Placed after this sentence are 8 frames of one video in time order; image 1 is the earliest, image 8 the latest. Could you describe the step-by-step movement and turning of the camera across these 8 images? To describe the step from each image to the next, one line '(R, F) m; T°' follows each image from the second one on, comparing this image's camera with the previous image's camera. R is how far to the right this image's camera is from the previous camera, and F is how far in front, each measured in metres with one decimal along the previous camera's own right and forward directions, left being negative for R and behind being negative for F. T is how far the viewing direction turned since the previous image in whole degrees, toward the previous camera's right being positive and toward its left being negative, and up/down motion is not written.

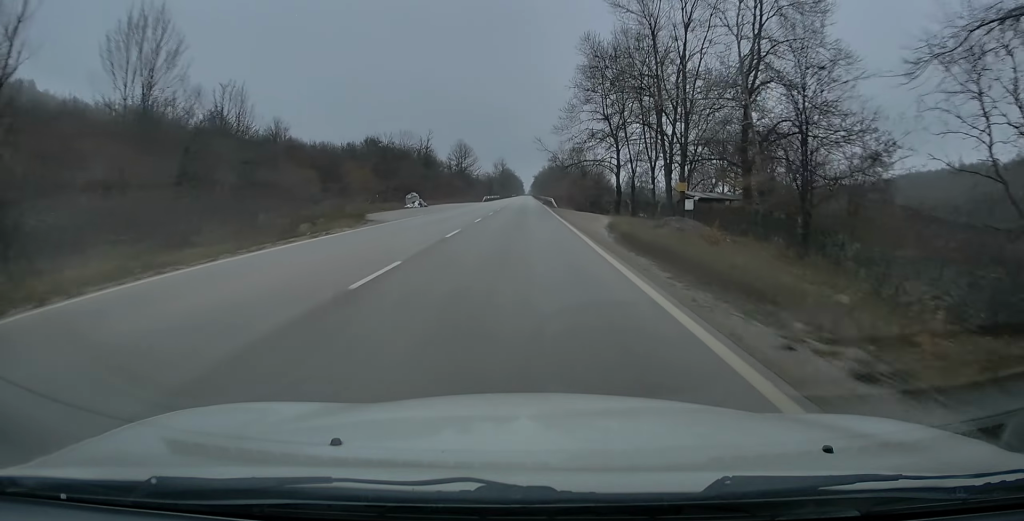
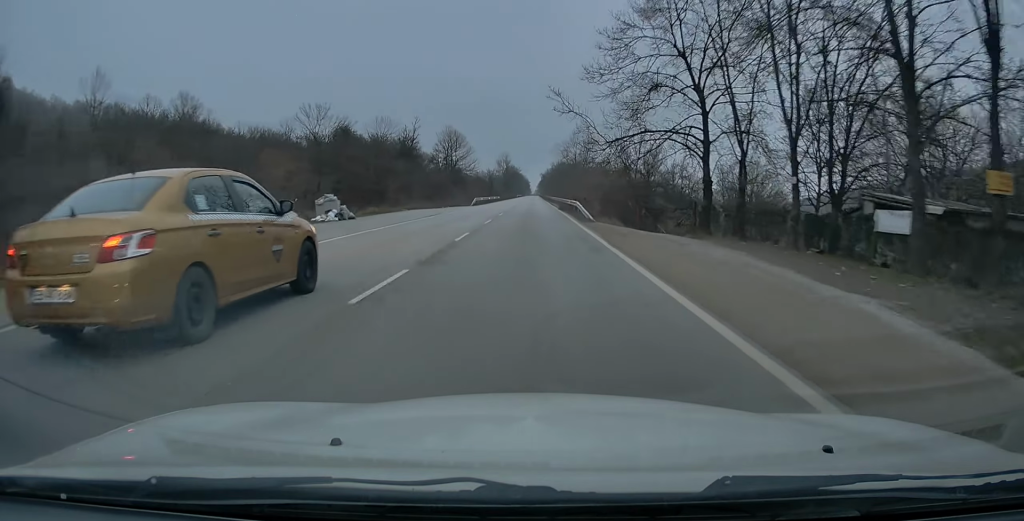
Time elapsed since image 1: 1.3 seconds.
(+0.1, +28.1) m; 0°
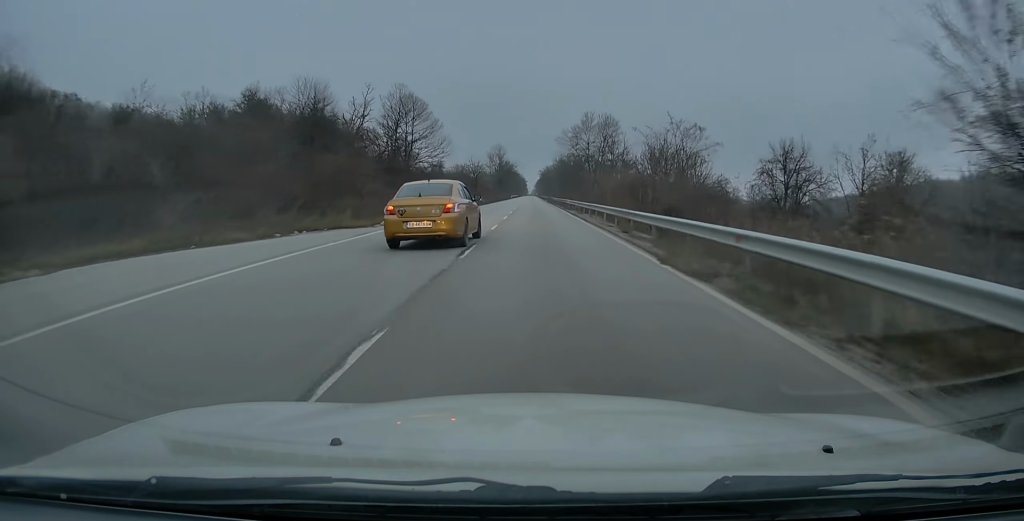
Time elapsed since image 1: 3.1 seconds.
(-0.8, +40.1) m; -1°
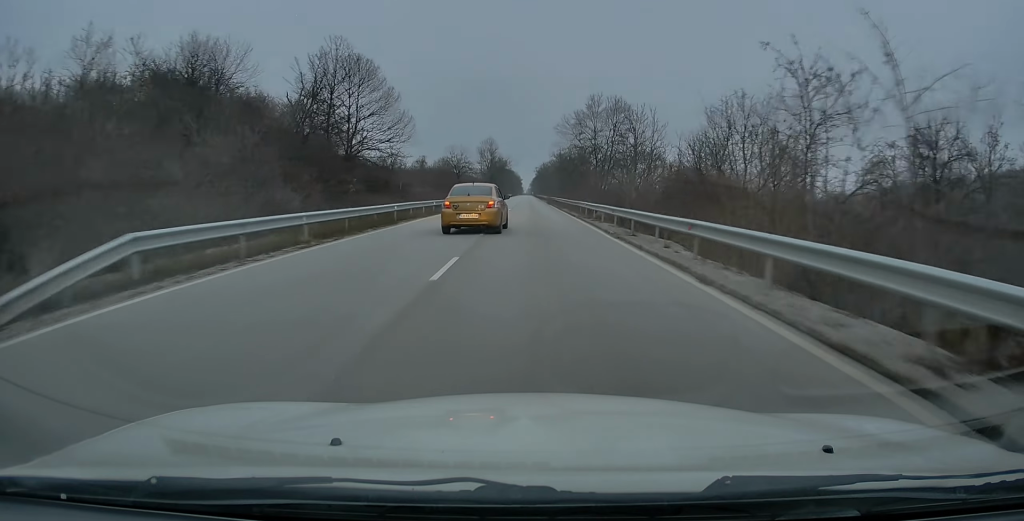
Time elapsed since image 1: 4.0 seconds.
(+0.4, +20.9) m; +1°
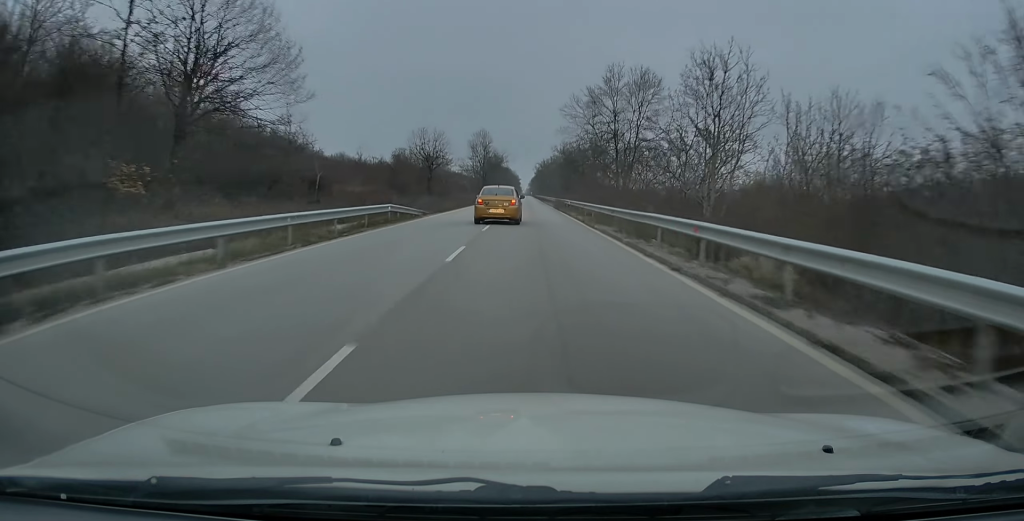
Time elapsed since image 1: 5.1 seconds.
(0.0, +24.8) m; 0°
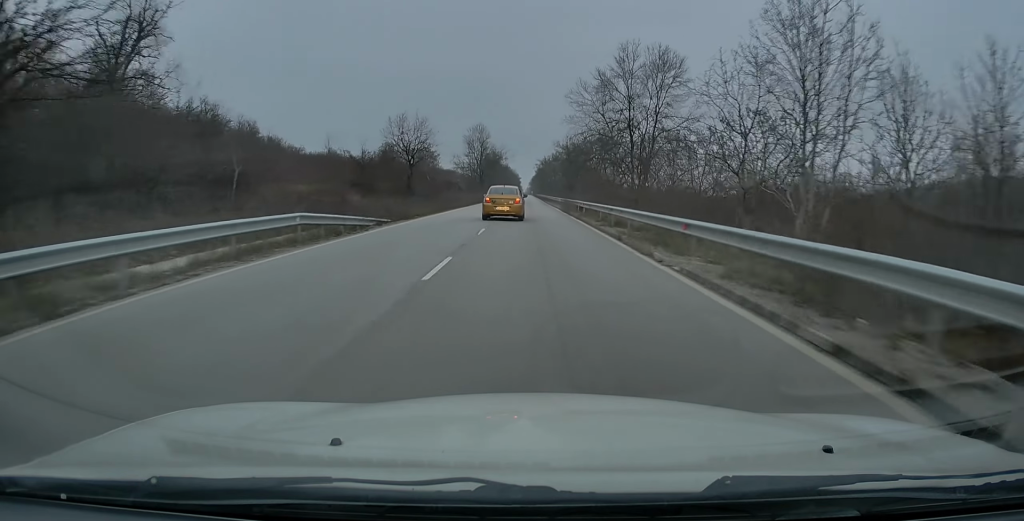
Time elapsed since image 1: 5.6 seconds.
(0.0, +11.3) m; 0°
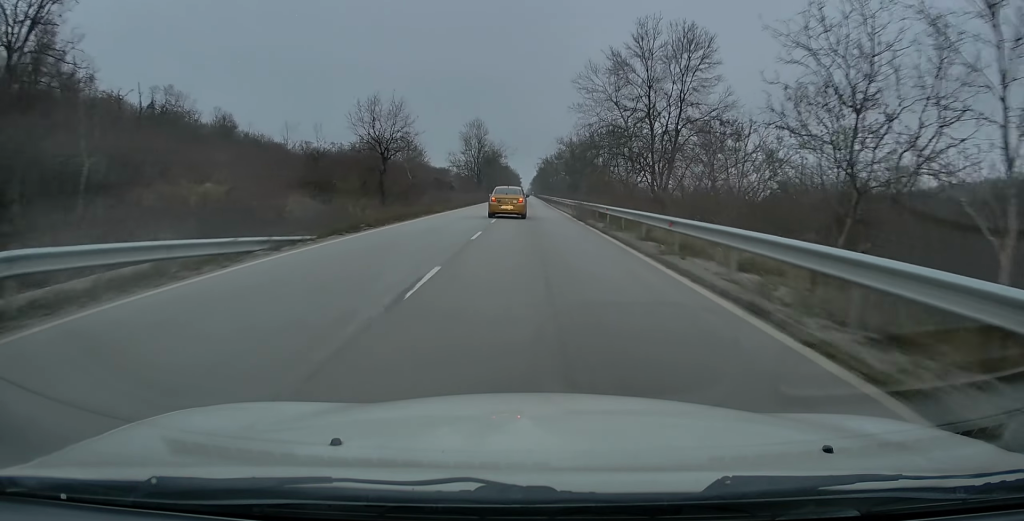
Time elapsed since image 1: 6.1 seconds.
(0.0, +10.5) m; 0°
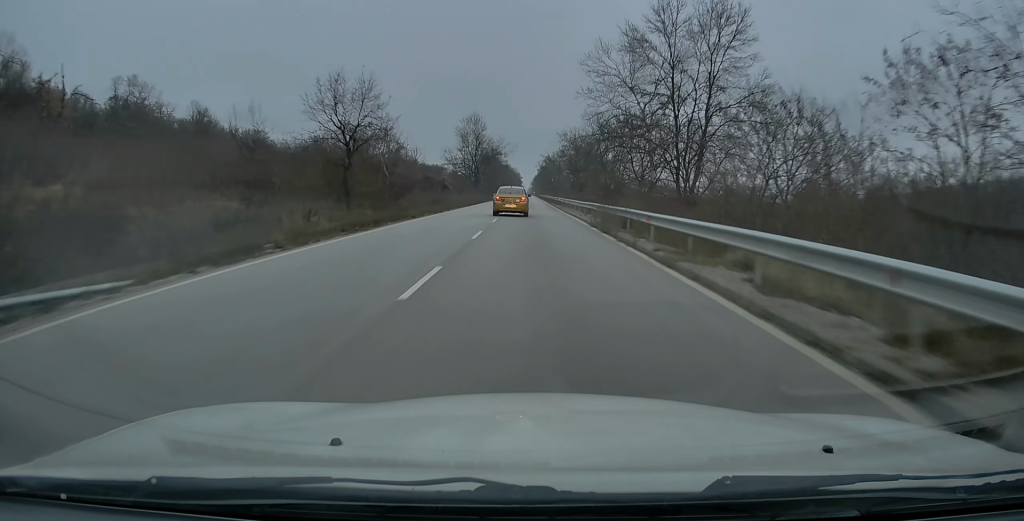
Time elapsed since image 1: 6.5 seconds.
(0.0, +9.0) m; 0°
